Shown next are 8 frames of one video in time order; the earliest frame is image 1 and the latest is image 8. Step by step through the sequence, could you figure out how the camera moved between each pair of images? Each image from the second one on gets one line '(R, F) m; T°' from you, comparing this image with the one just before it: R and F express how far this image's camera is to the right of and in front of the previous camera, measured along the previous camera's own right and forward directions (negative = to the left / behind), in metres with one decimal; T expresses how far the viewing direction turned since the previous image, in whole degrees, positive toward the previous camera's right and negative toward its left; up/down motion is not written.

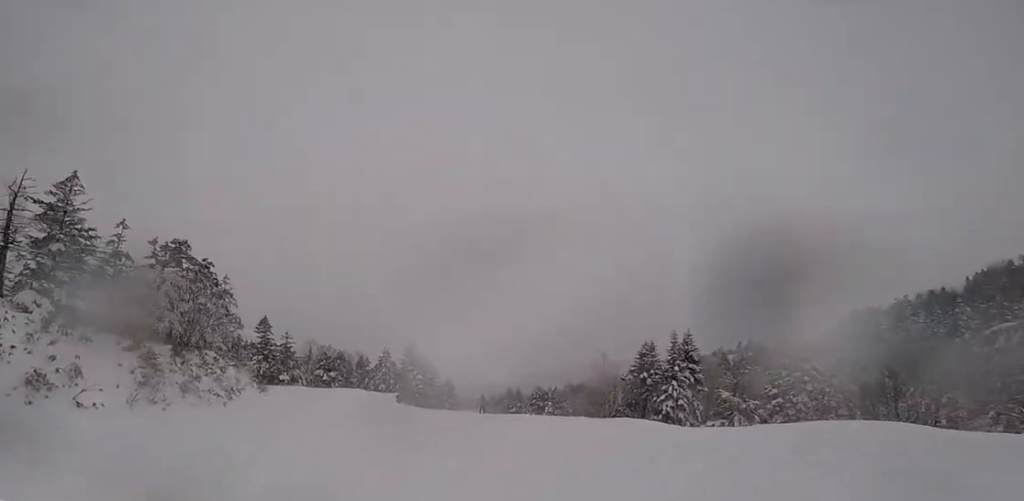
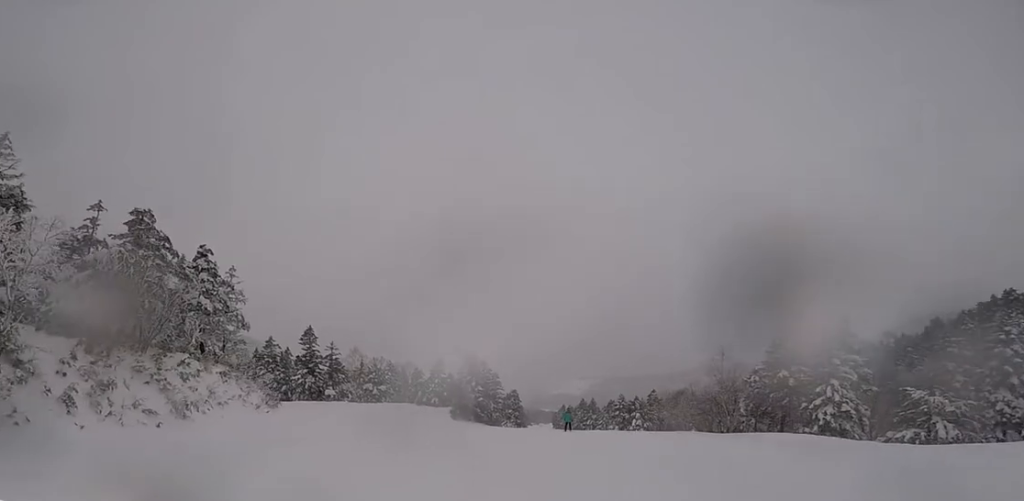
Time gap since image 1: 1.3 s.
(-0.9, +9.9) m; -10°
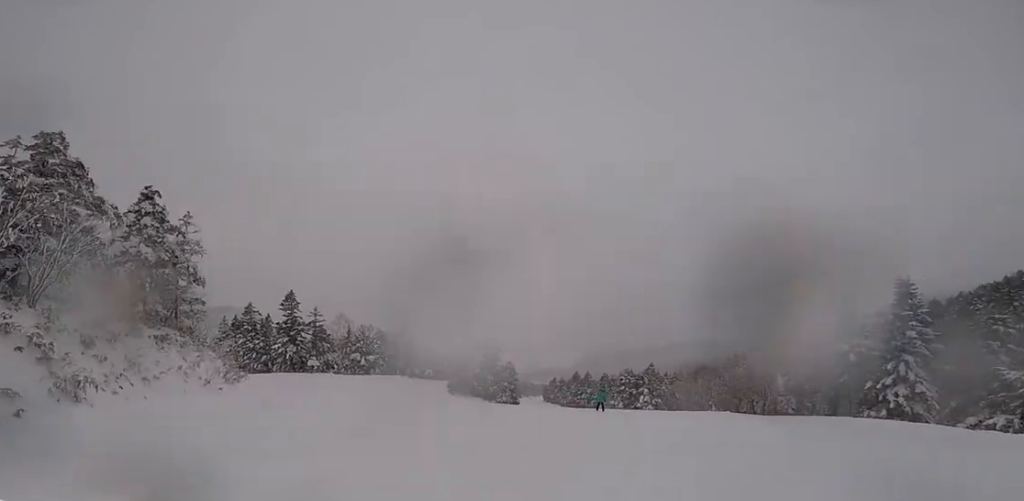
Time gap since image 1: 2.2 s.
(-0.3, +6.0) m; -3°
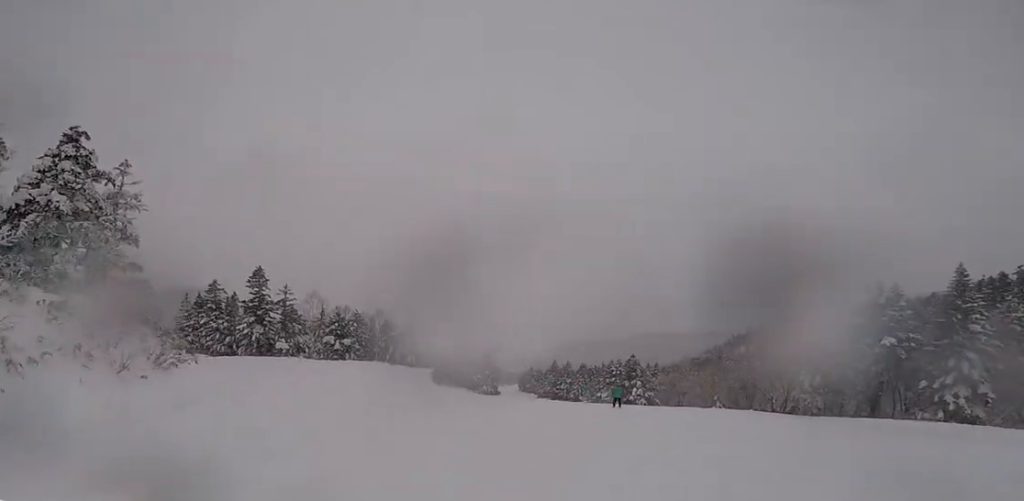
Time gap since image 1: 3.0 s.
(-0.1, +5.1) m; 0°
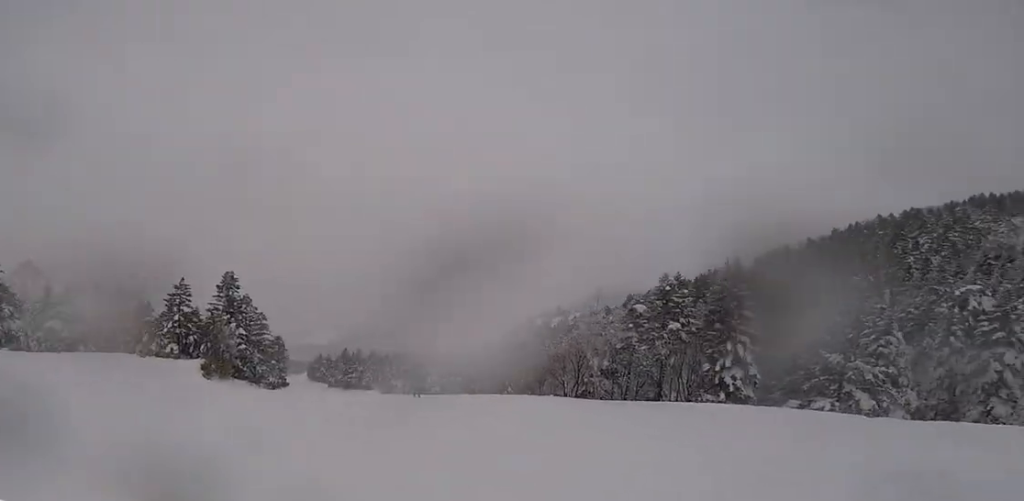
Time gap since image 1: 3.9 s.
(+0.1, +5.7) m; +12°
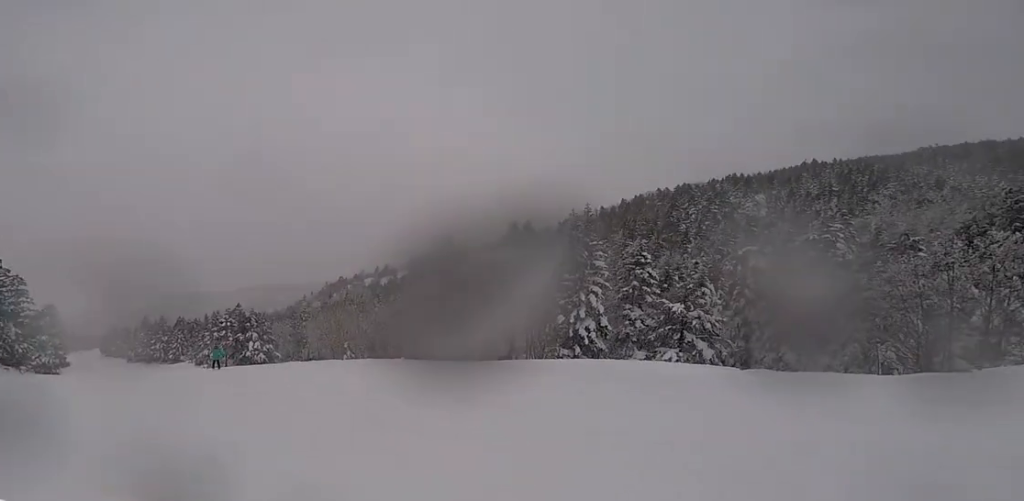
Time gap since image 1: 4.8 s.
(+0.9, +5.0) m; +21°
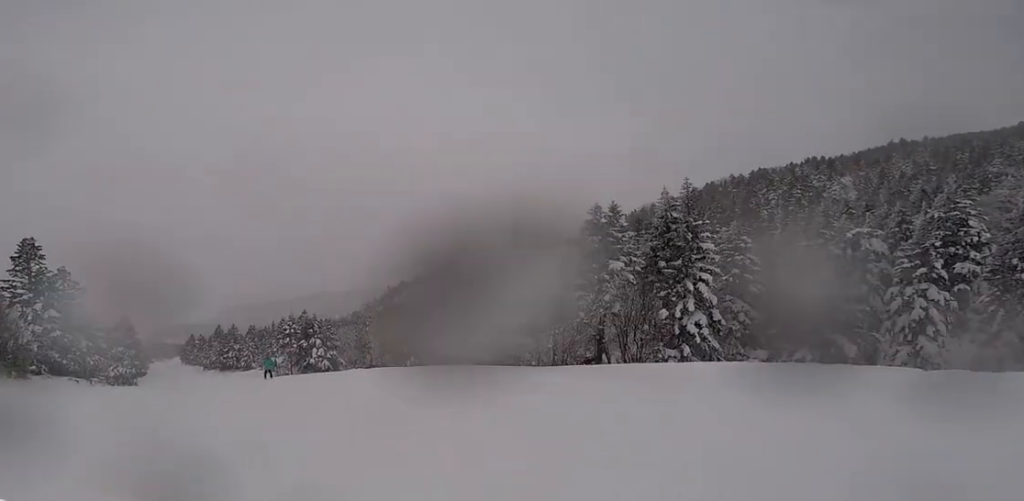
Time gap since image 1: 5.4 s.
(+0.4, +3.6) m; +13°
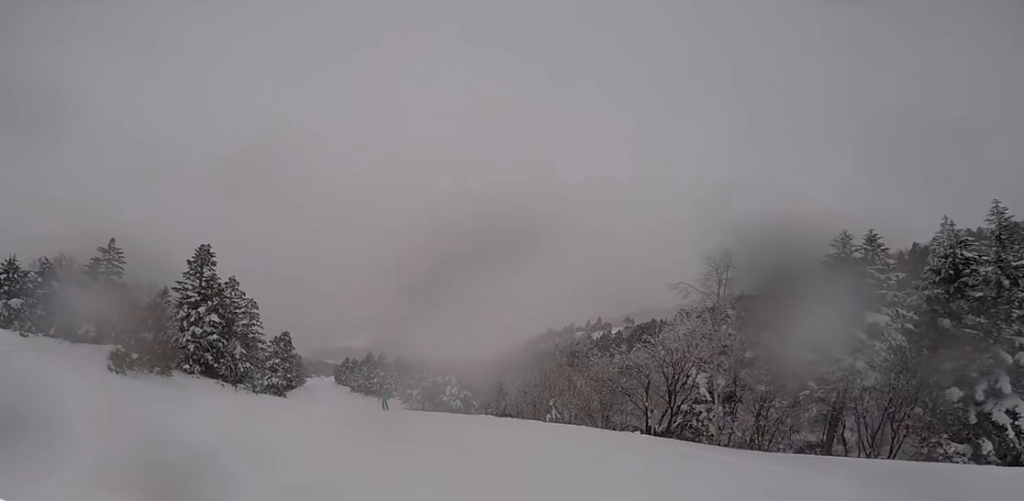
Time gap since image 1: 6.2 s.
(+0.9, +4.9) m; 0°
